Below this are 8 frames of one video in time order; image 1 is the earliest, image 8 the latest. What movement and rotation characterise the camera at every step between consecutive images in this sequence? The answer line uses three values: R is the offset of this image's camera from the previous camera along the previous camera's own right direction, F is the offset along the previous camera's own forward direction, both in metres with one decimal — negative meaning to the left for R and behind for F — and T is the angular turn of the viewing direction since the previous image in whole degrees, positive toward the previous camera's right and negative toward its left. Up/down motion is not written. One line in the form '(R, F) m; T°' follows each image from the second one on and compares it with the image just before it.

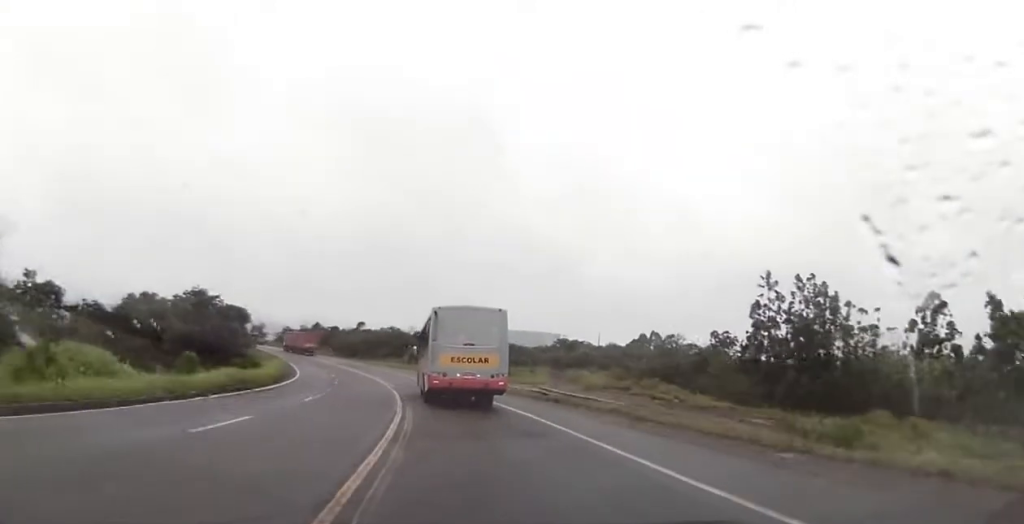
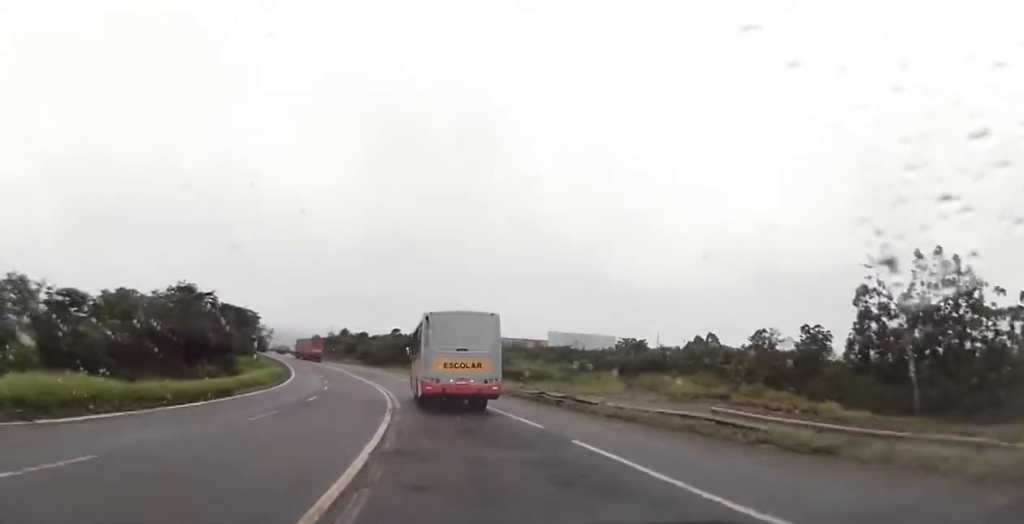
(-0.8, +19.1) m; -4°
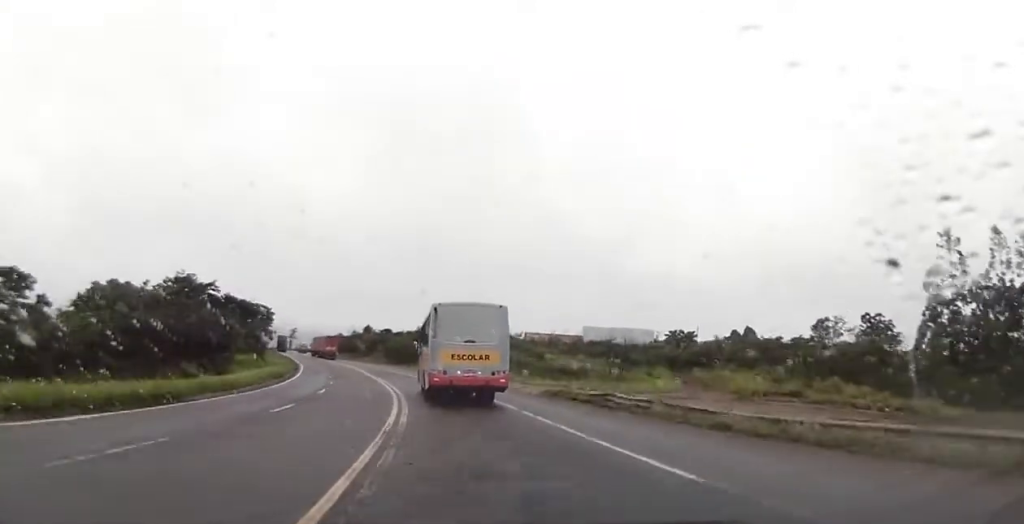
(-0.2, +9.0) m; -1°
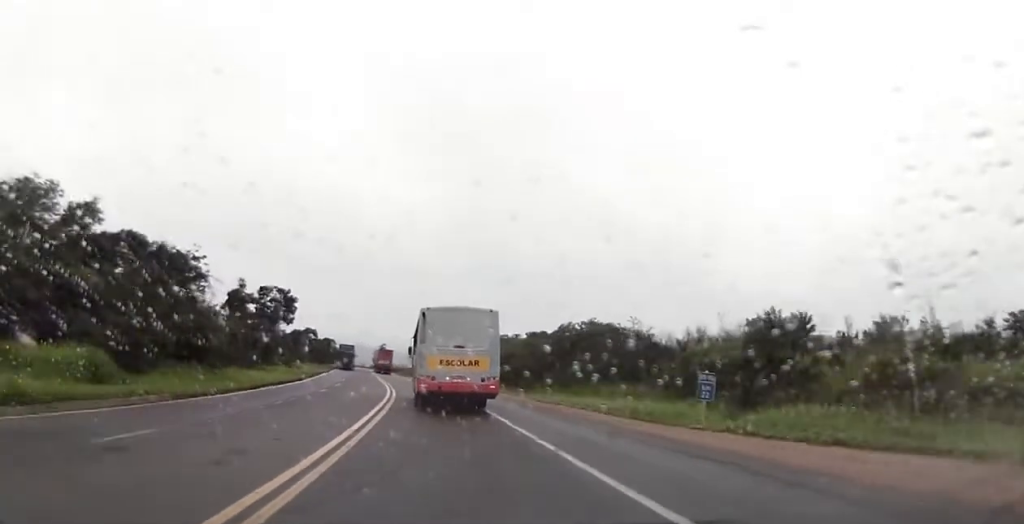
(-1.8, +45.5) m; -7°
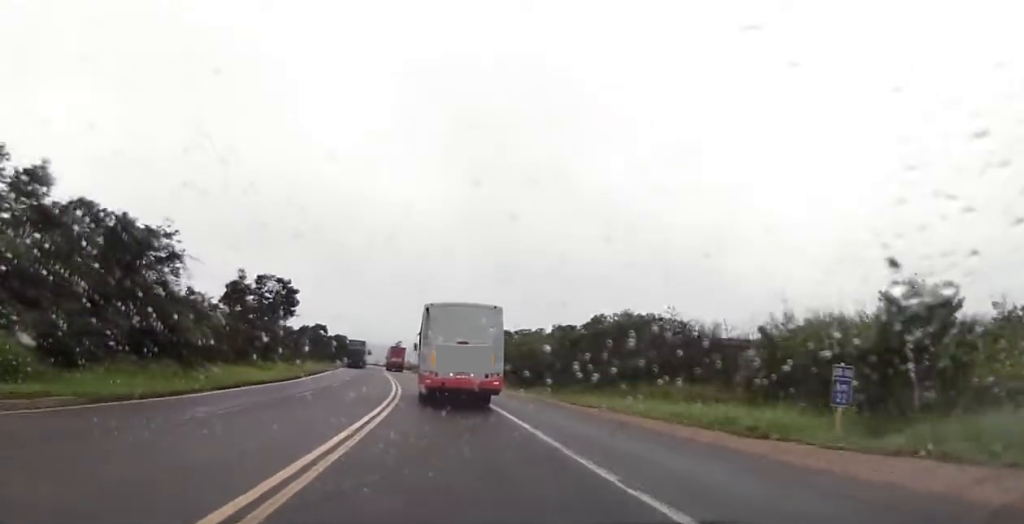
(0.0, +7.0) m; -2°
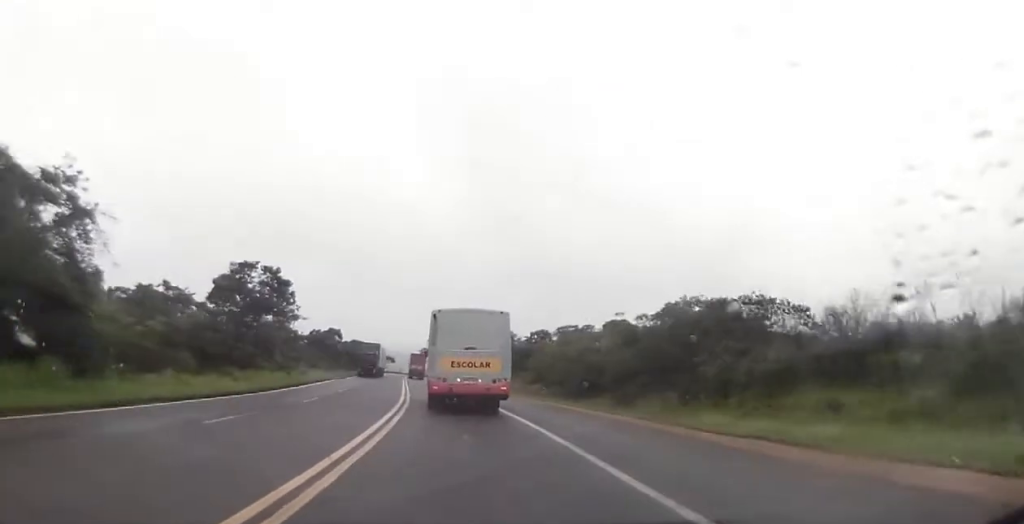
(-0.5, +12.8) m; -4°
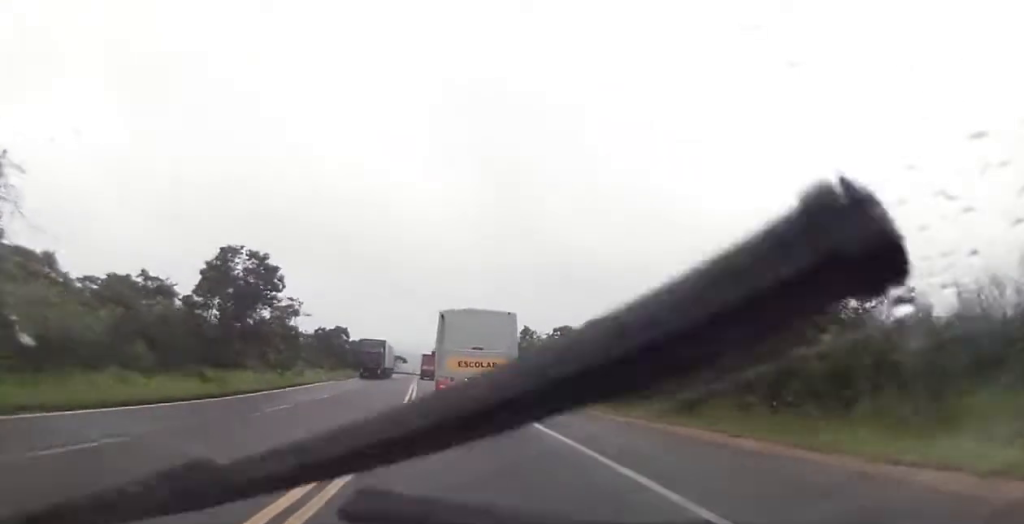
(-0.2, +7.6) m; -2°
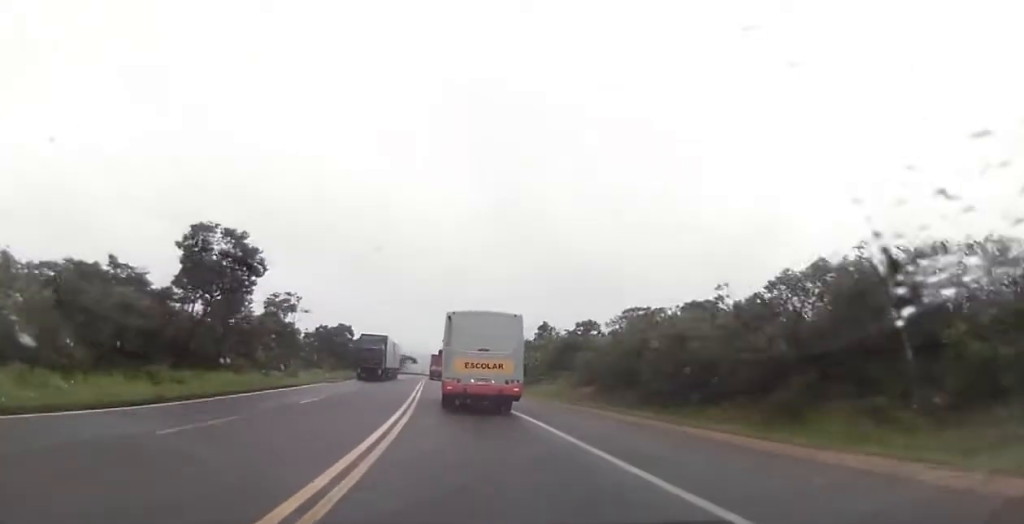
(-0.2, +7.6) m; -2°
